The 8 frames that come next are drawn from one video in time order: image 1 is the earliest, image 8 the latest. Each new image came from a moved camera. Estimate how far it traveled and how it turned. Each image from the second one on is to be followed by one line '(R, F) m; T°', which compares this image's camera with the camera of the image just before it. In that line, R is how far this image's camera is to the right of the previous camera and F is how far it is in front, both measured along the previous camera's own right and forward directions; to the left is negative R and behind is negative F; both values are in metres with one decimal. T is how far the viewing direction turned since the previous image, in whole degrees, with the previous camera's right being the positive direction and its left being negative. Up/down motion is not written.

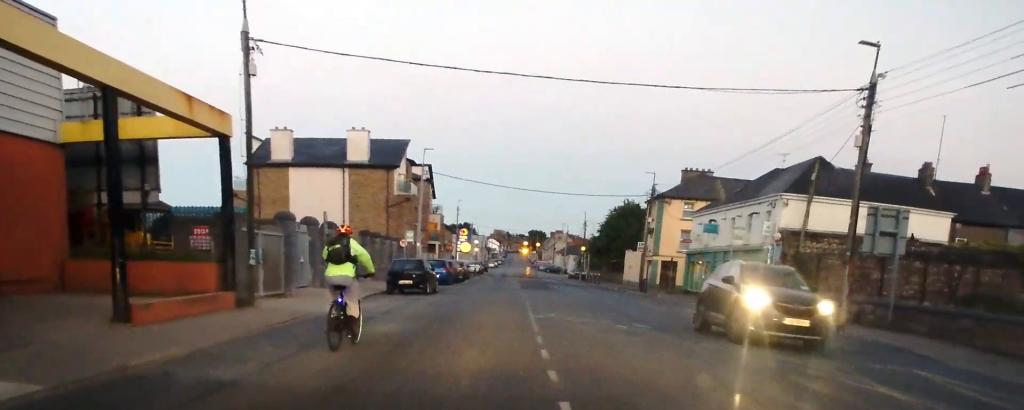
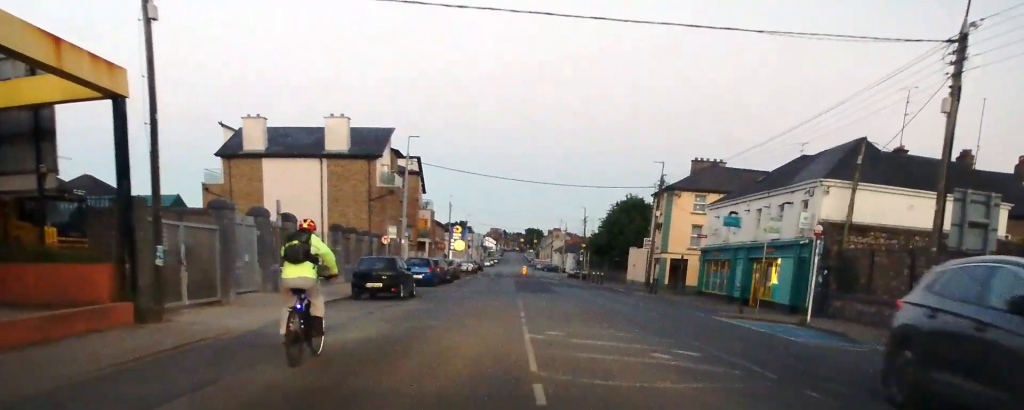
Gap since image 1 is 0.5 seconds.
(+0.2, +5.5) m; 0°
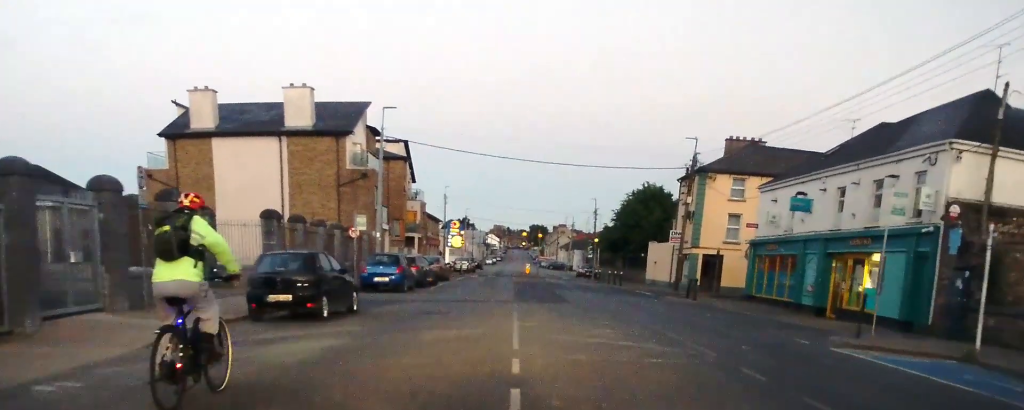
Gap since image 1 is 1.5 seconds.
(-0.2, +10.0) m; -1°
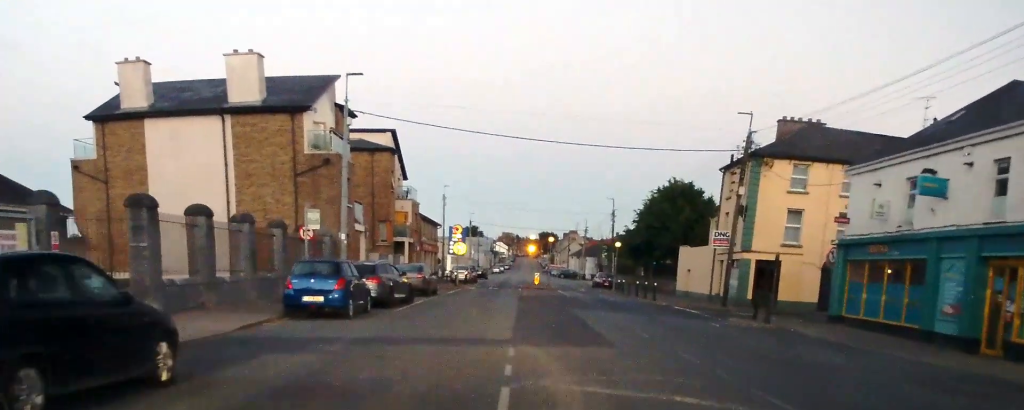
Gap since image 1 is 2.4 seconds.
(0.0, +10.2) m; -1°
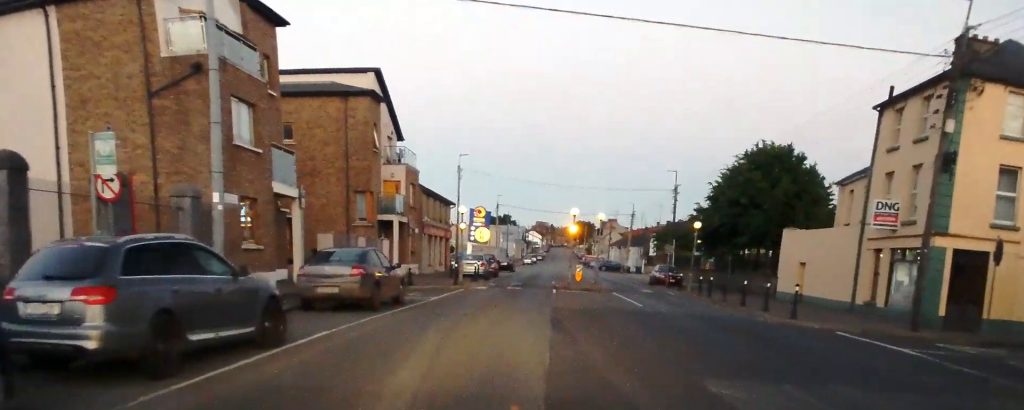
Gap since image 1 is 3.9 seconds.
(-0.4, +16.8) m; -2°
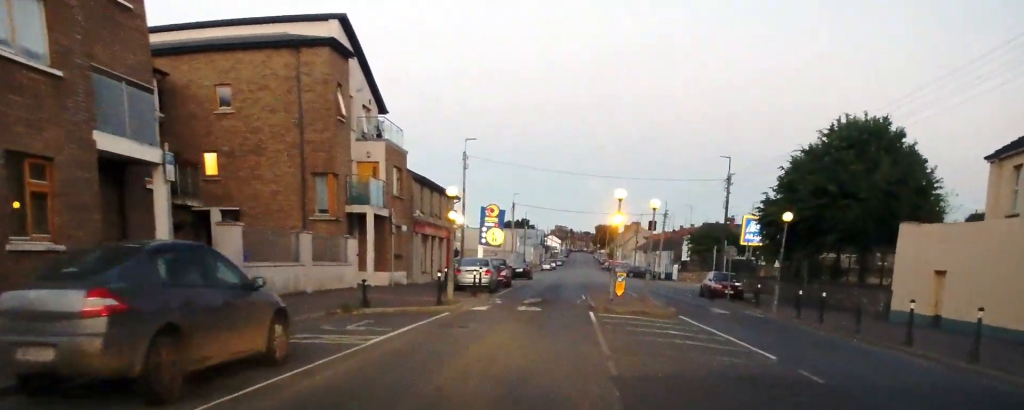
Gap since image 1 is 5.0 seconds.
(0.0, +11.2) m; -1°
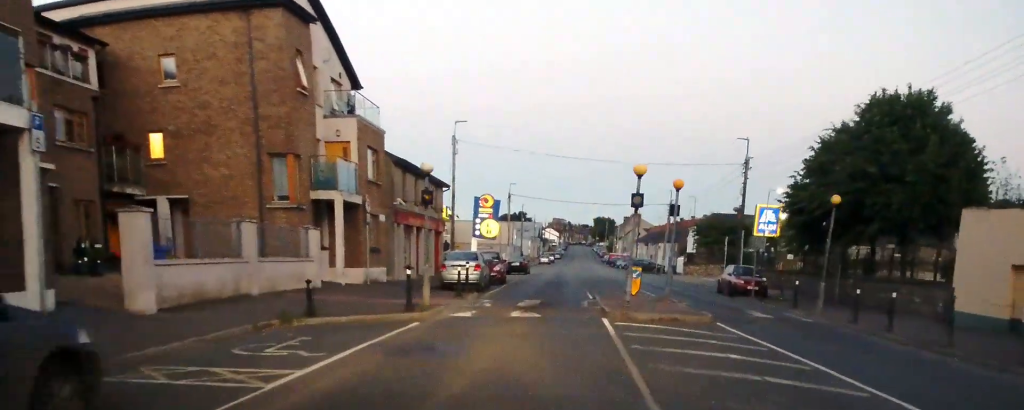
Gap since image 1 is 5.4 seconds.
(0.0, +4.6) m; -1°
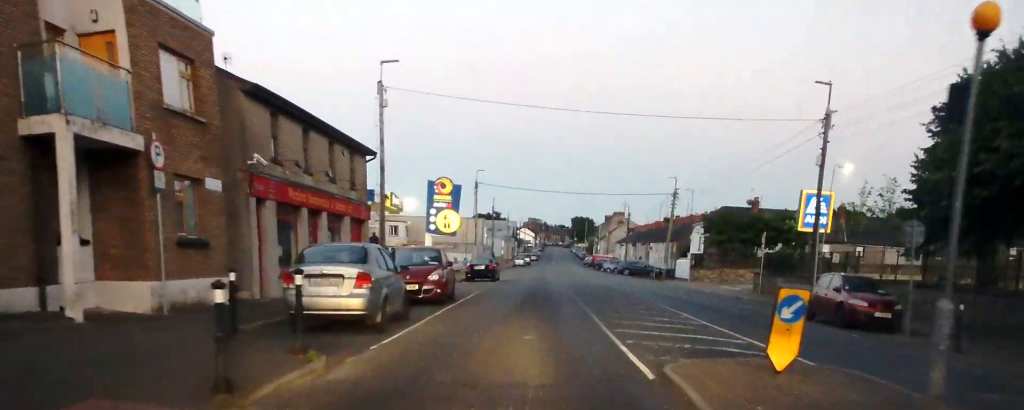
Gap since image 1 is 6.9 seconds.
(+0.2, +15.7) m; +4°
